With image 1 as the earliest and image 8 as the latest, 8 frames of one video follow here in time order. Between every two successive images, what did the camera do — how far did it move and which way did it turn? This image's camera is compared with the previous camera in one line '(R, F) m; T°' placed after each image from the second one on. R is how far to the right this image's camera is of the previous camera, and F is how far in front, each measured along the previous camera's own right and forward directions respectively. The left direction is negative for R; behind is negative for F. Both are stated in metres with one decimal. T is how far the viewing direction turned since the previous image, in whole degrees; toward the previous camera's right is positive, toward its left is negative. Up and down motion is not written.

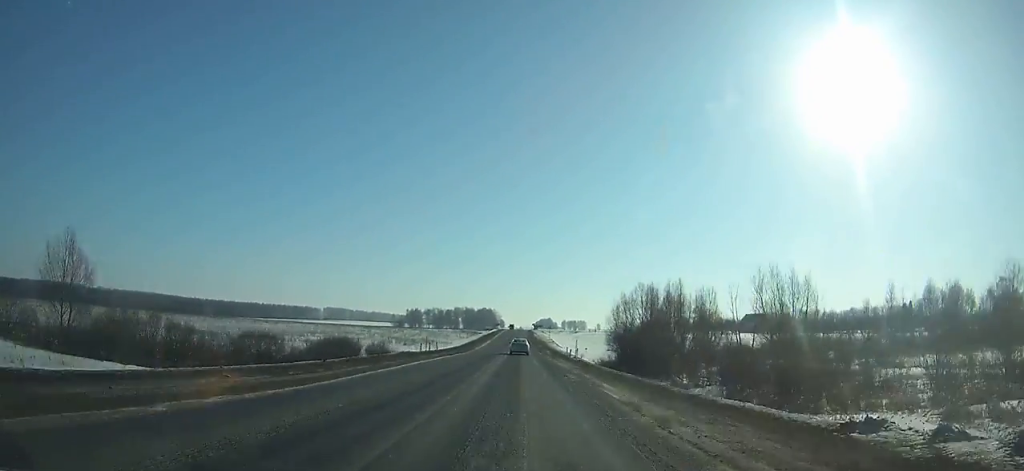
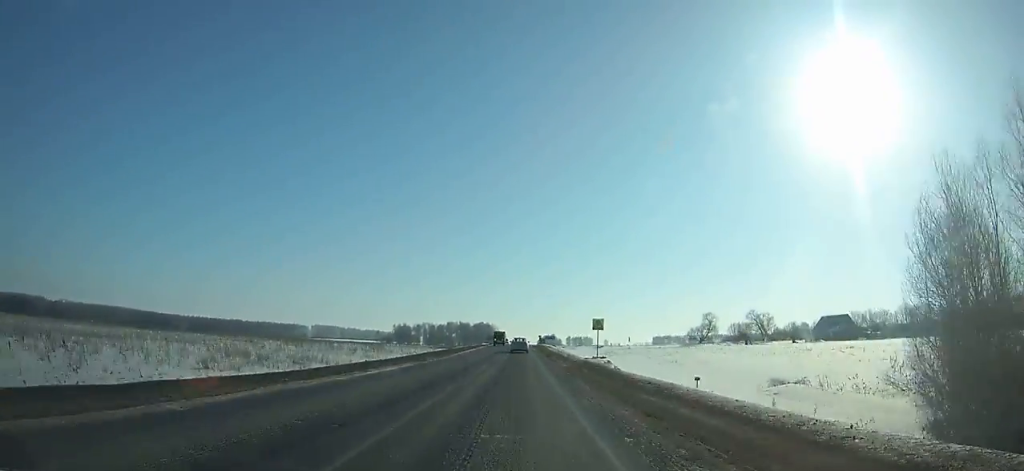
(-0.4, +73.1) m; 0°
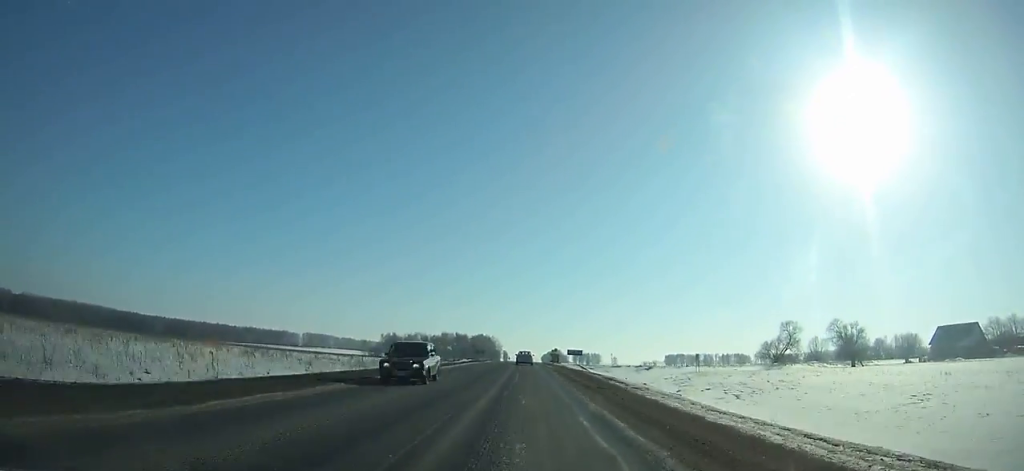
(-0.2, +64.7) m; 0°
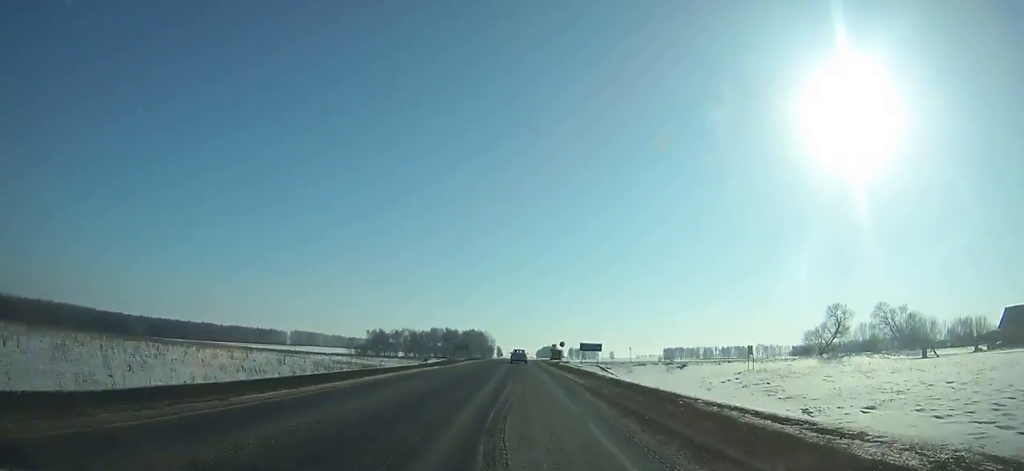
(0.0, +28.5) m; 0°
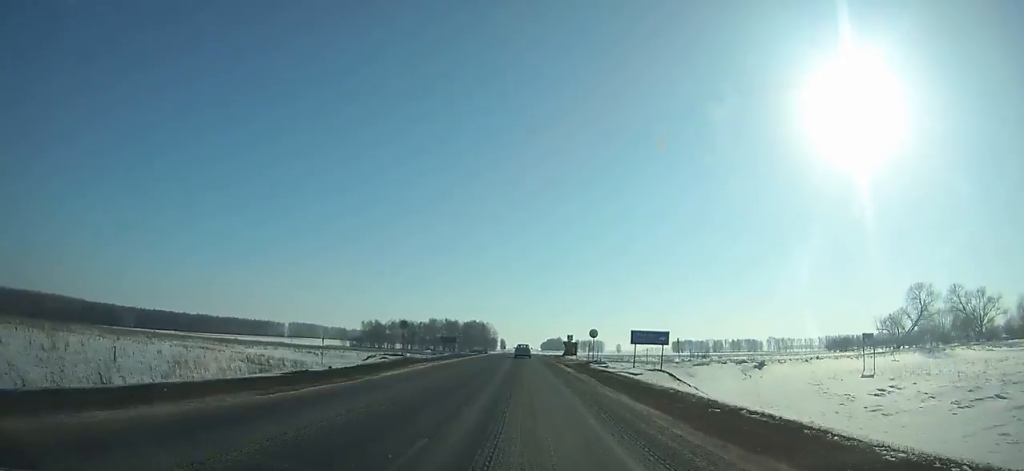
(0.0, +28.5) m; 0°
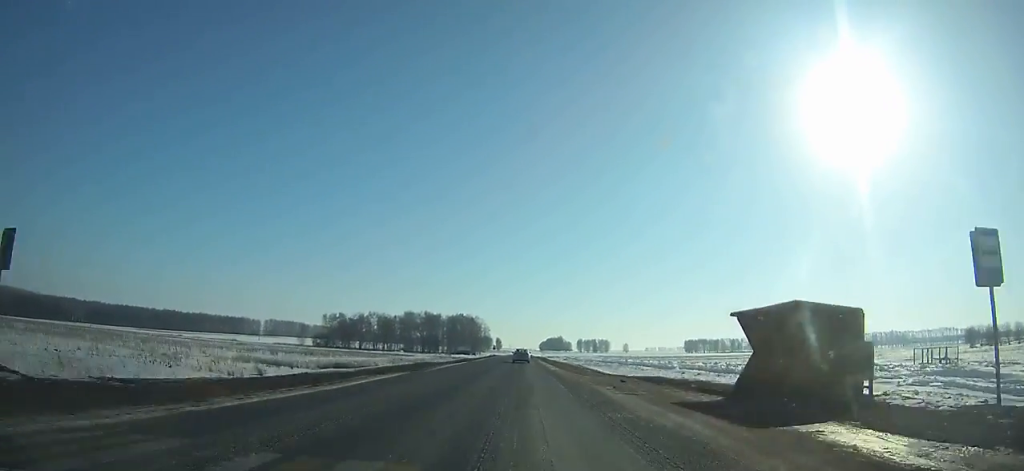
(+0.2, +85.4) m; 0°
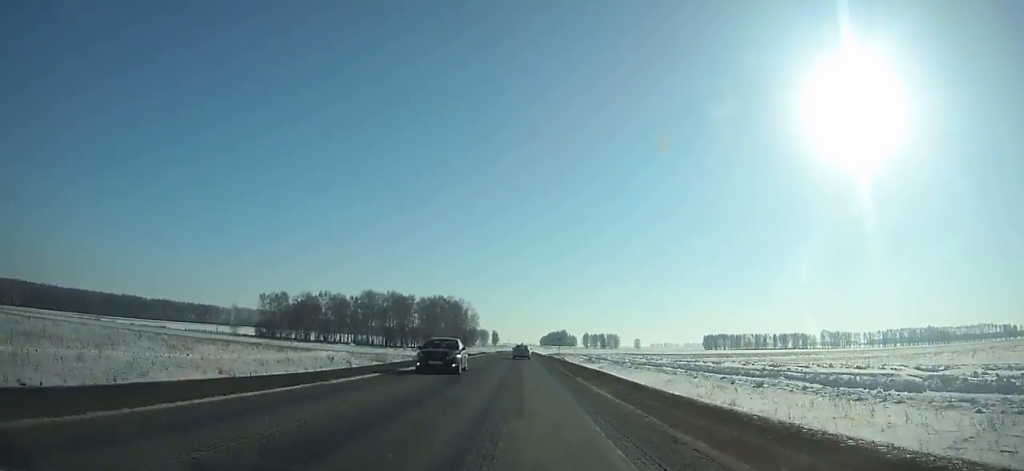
(+0.1, +94.5) m; 0°
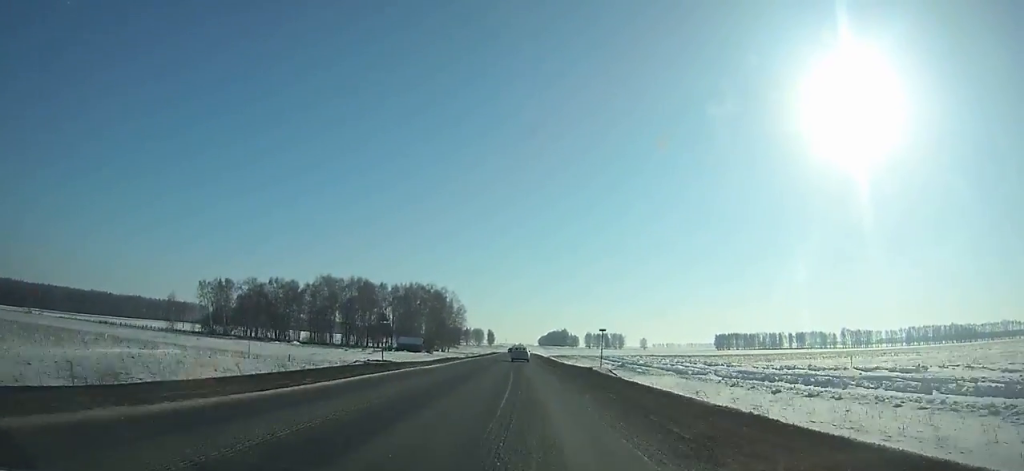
(+0.2, +56.3) m; 0°
